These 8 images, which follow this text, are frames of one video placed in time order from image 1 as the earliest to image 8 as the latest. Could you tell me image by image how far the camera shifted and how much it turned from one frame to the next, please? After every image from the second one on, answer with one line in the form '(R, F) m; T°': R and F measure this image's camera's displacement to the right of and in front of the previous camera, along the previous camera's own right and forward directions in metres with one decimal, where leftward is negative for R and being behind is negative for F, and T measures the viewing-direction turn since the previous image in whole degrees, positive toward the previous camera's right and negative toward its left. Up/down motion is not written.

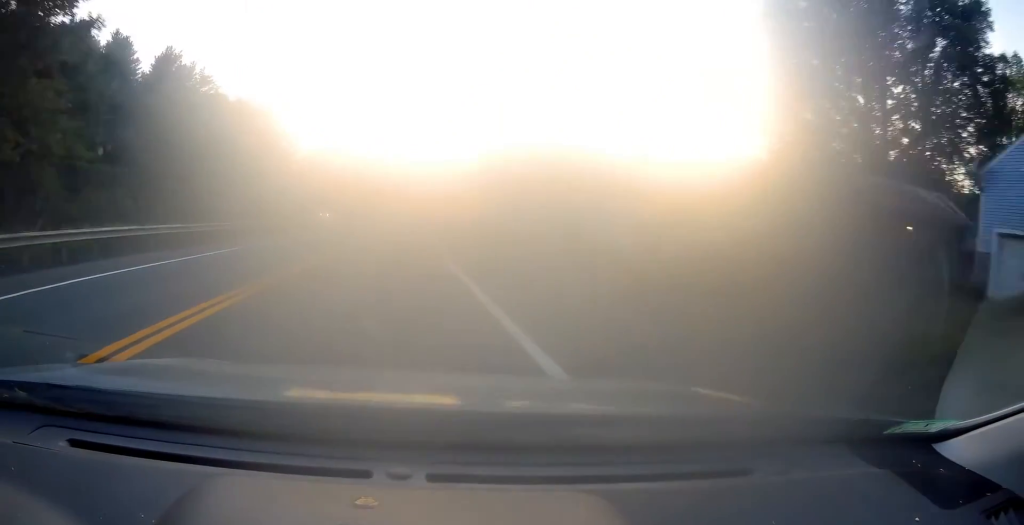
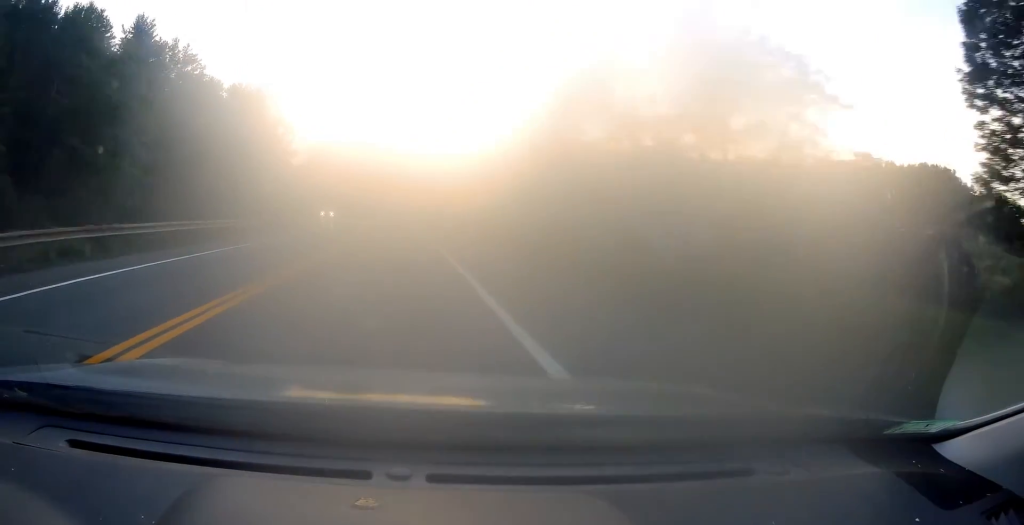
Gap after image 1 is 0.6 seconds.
(-0.1, +15.0) m; 0°
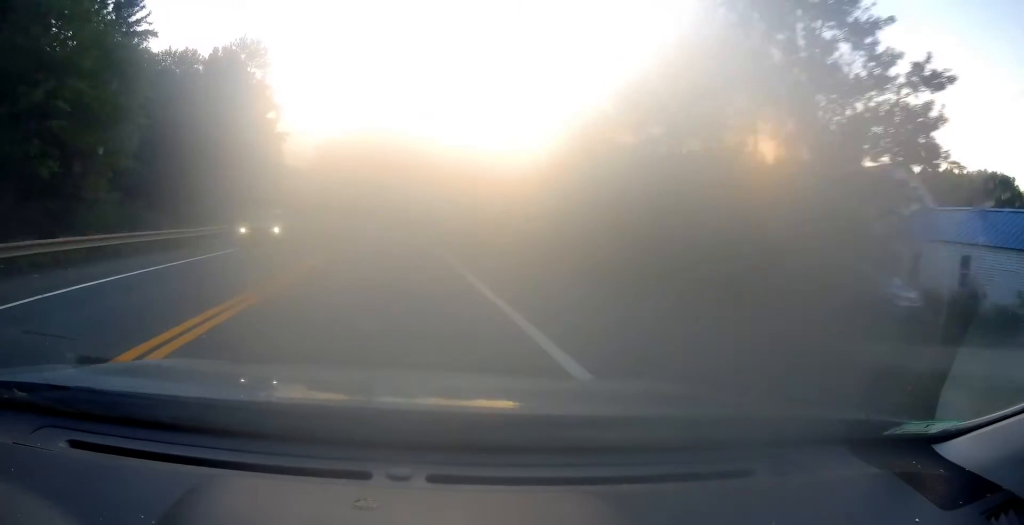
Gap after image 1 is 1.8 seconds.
(0.0, +31.9) m; -2°
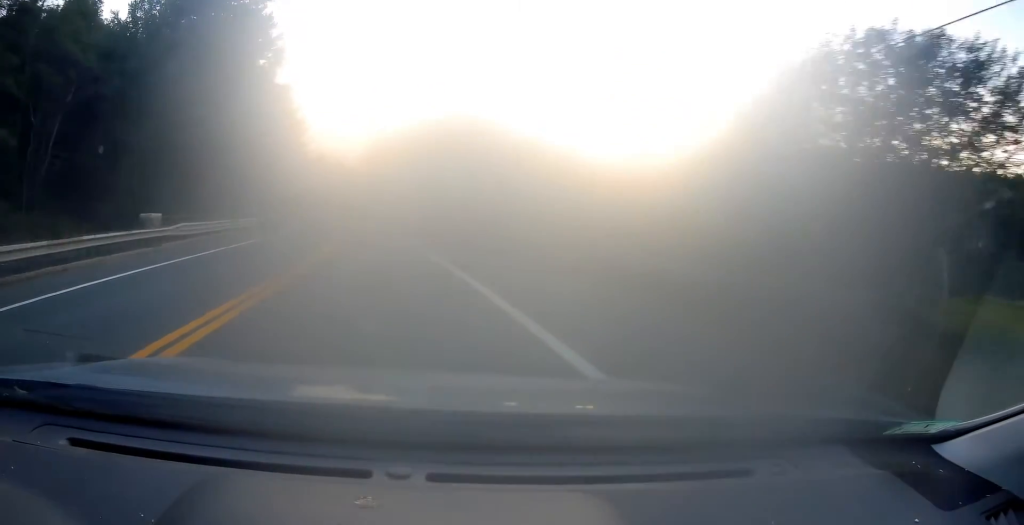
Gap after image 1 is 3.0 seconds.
(-2.1, +32.4) m; -8°
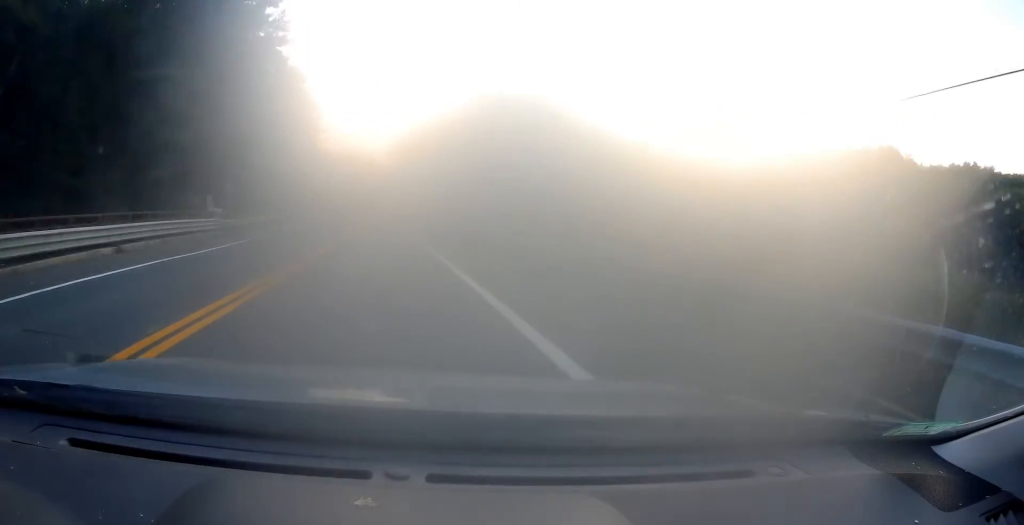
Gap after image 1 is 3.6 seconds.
(-0.7, +14.9) m; -4°
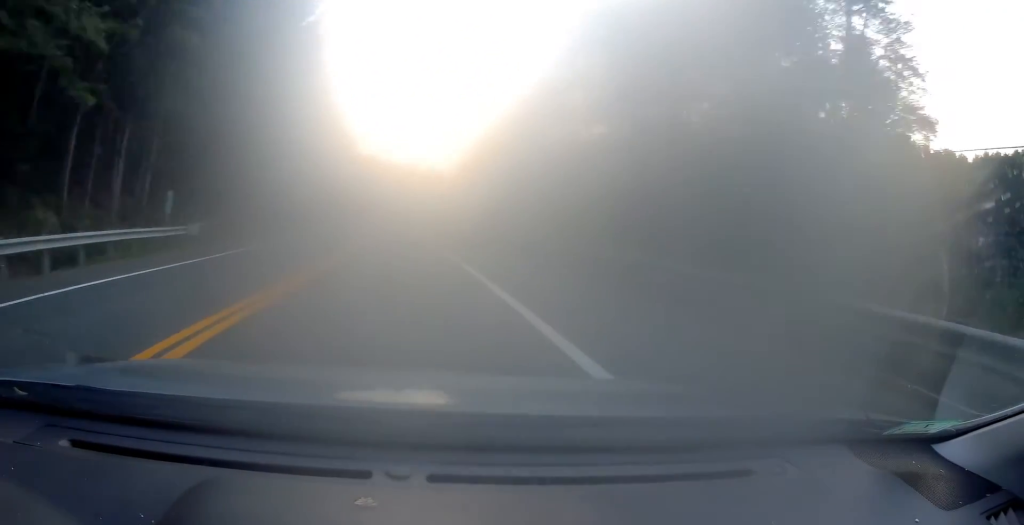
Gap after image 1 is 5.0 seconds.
(-2.4, +38.5) m; -6°
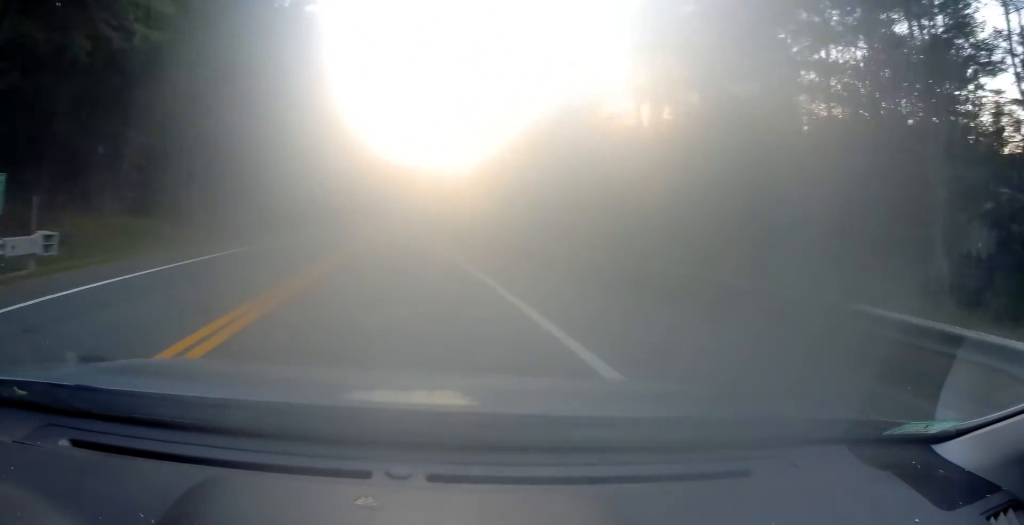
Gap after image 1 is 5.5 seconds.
(-0.1, +12.3) m; -1°
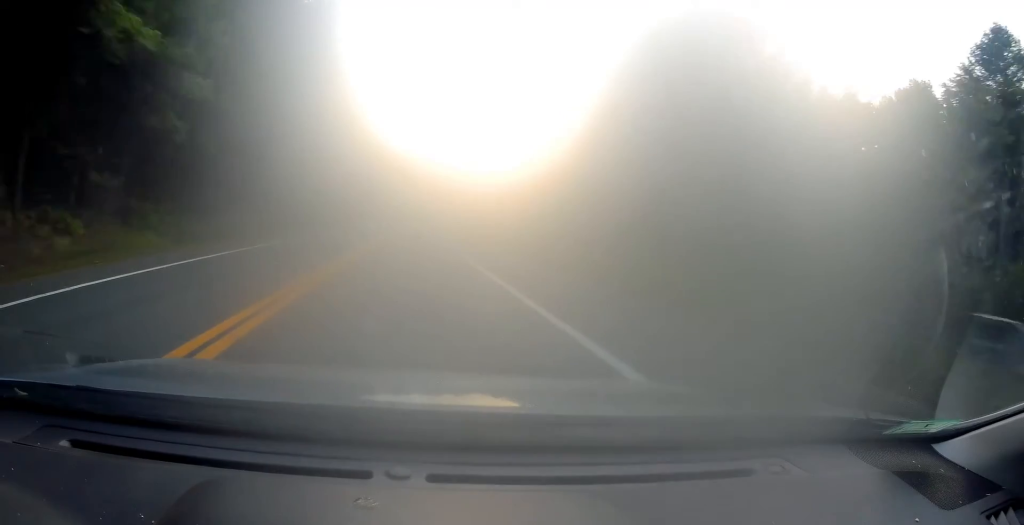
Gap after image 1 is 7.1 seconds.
(-1.1, +42.1) m; -1°
